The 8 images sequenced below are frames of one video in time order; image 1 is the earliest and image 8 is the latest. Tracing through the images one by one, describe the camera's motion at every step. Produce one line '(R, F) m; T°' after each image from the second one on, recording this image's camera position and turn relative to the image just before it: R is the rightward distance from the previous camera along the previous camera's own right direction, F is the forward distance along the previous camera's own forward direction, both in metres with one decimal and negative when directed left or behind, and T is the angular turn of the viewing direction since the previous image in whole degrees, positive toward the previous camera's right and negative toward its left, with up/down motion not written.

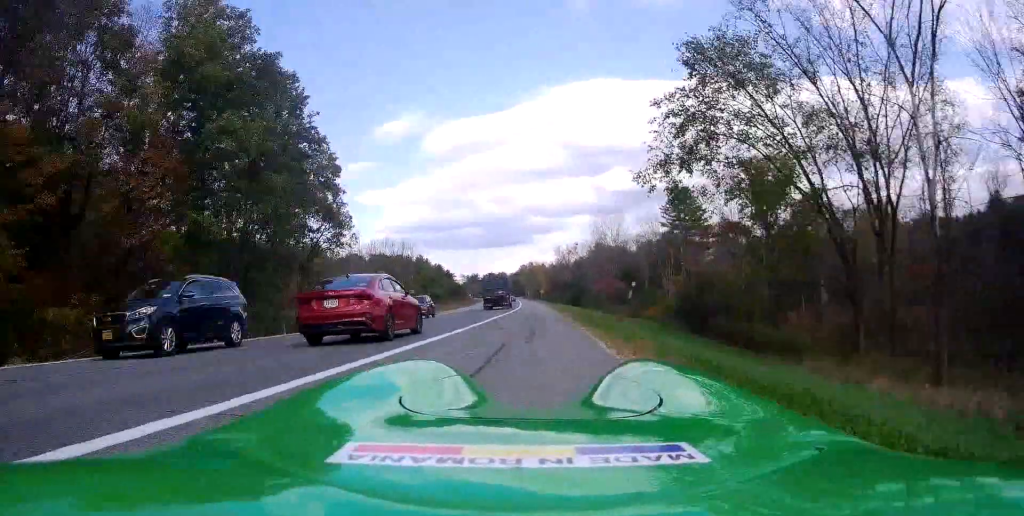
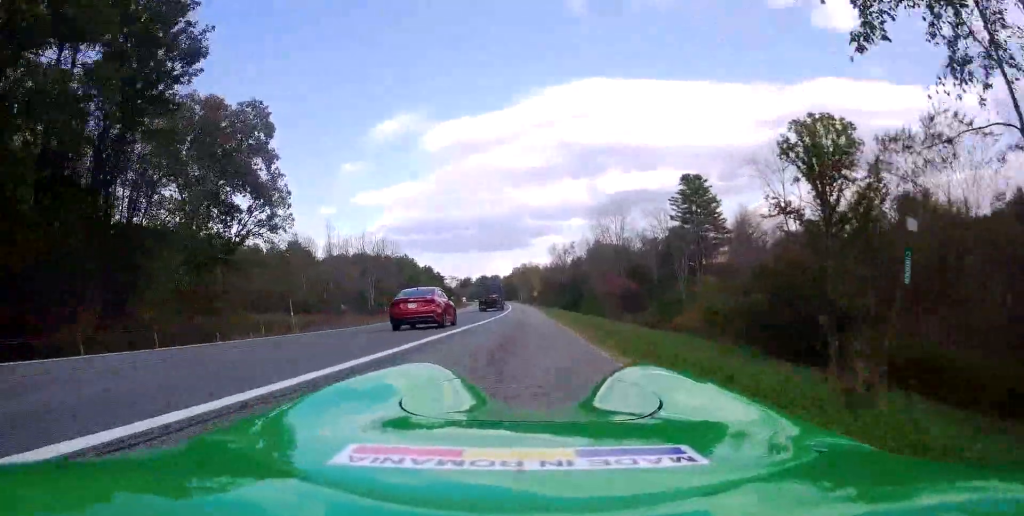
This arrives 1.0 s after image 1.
(0.0, +14.9) m; +1°
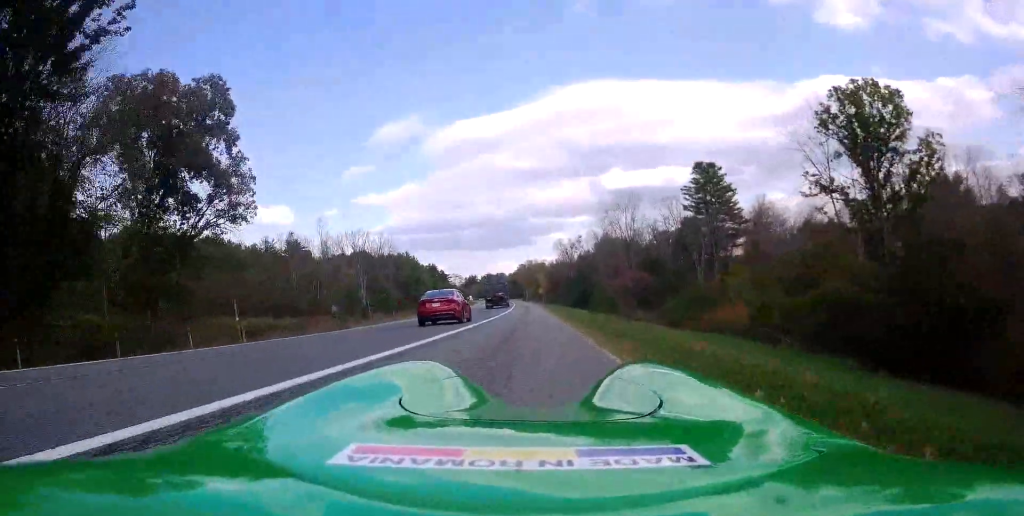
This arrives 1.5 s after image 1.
(+0.1, +7.1) m; 0°
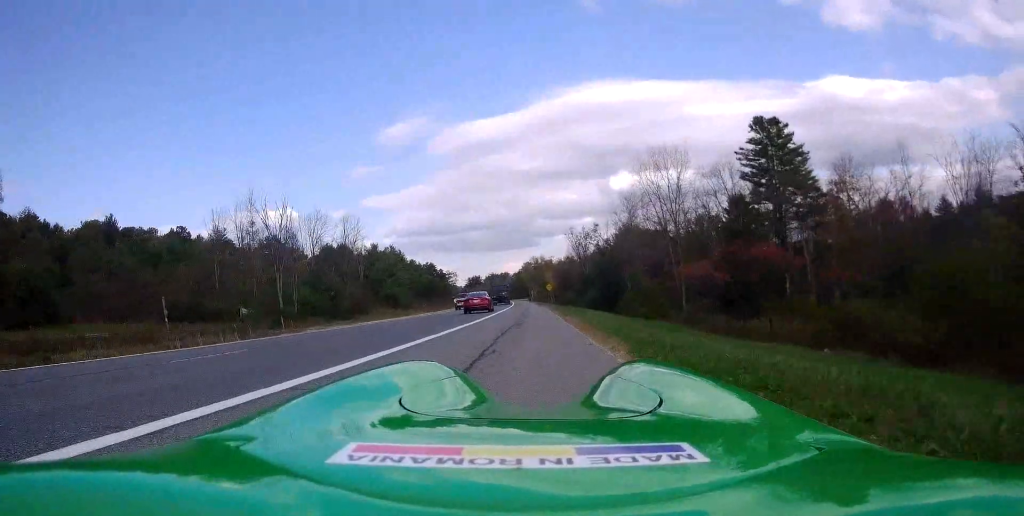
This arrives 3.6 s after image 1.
(-0.9, +29.8) m; -3°
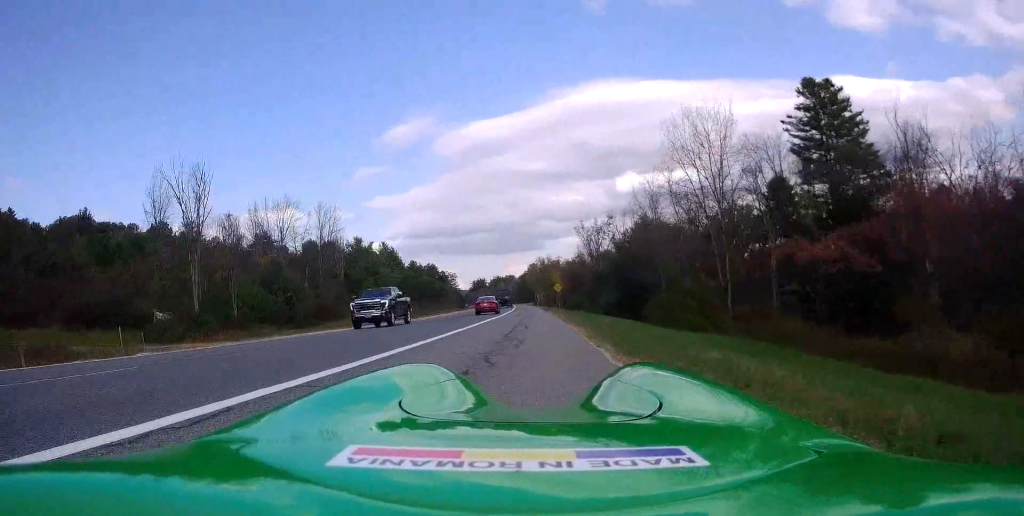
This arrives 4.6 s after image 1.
(+0.1, +15.5) m; 0°
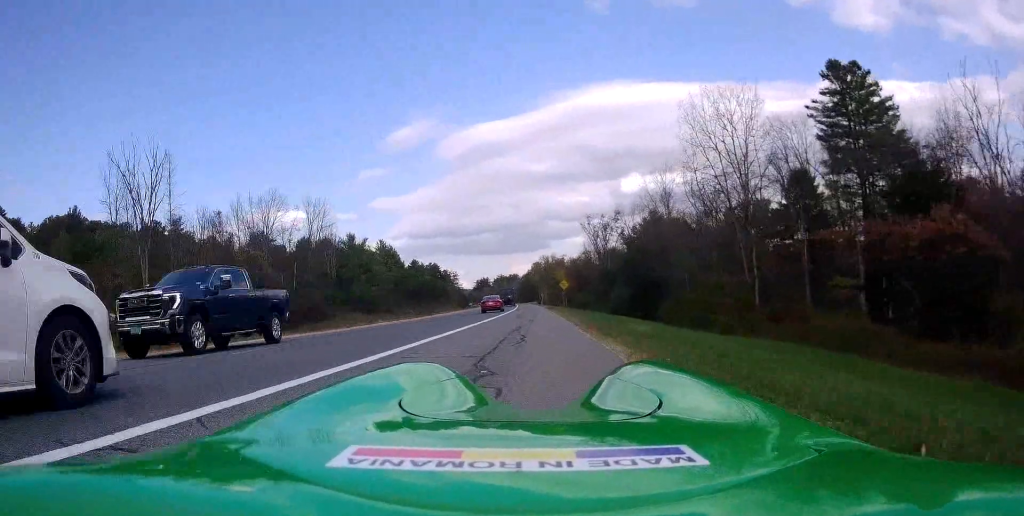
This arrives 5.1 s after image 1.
(+0.1, +6.9) m; 0°
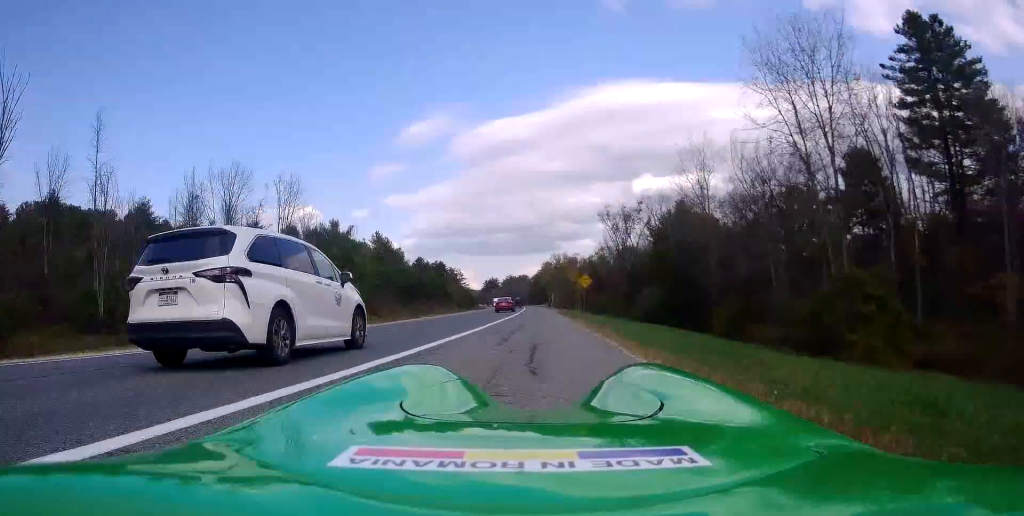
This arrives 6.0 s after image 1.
(-0.3, +14.4) m; -2°
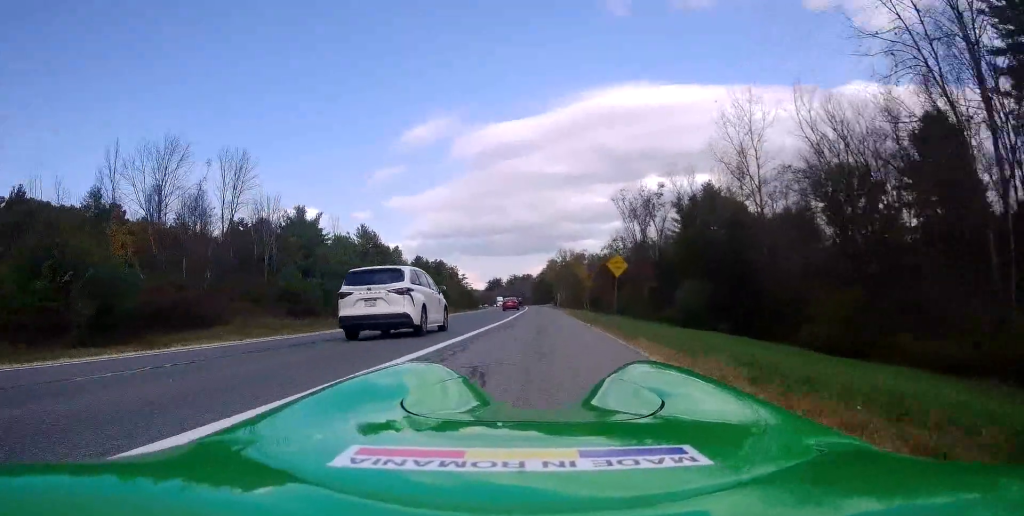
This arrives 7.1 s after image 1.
(-0.3, +15.5) m; 0°
